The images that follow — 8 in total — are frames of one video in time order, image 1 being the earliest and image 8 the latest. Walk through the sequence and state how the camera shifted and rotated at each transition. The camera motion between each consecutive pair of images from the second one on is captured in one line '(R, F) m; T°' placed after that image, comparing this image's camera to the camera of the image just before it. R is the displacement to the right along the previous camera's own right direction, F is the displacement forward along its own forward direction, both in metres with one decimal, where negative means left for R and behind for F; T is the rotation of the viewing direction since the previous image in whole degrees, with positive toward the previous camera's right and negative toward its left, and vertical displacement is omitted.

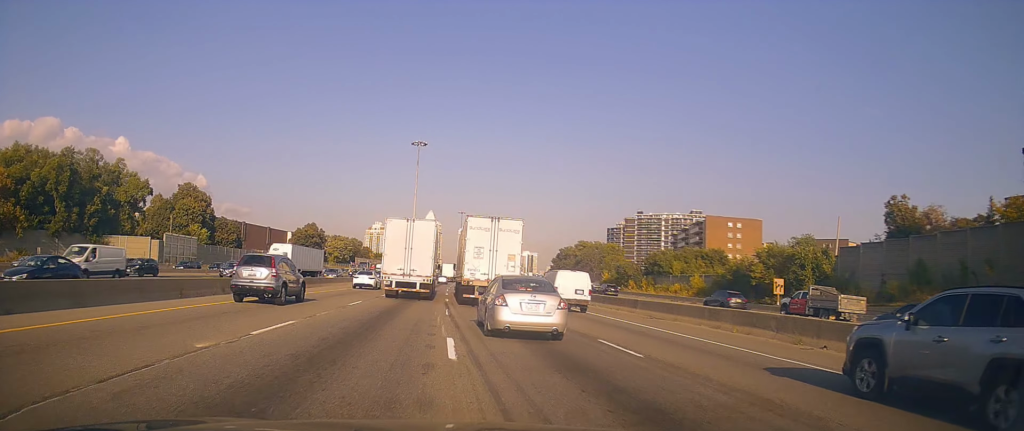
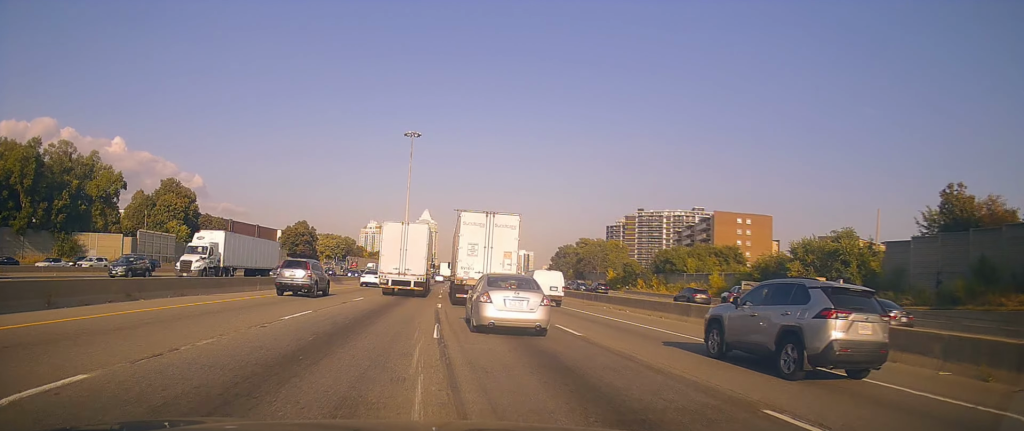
(0.0, +8.2) m; 0°
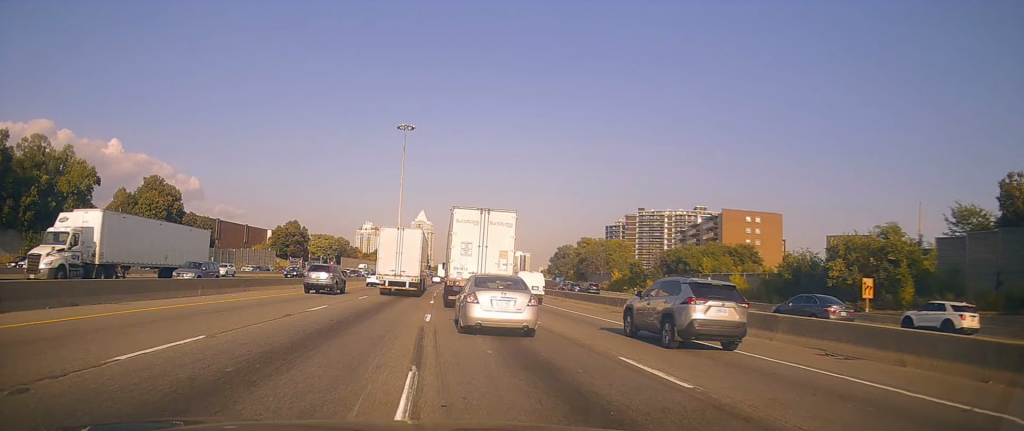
(-0.2, +7.4) m; -1°
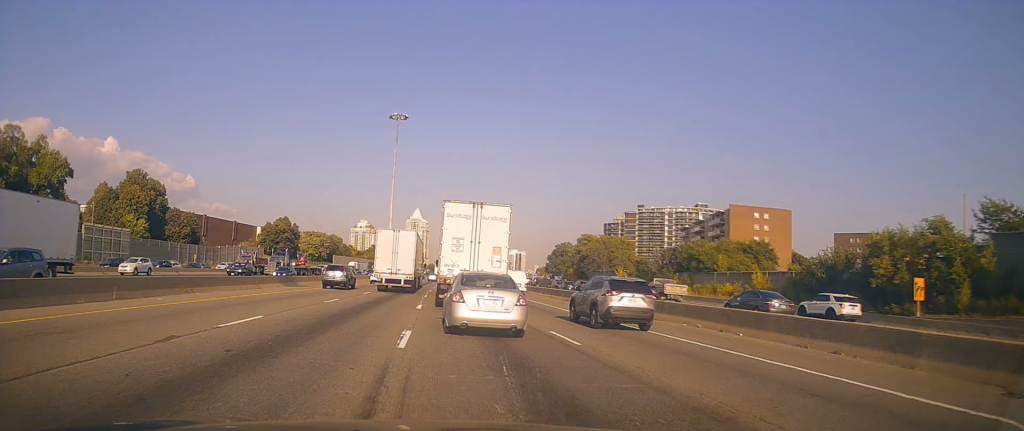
(+0.1, +6.9) m; 0°
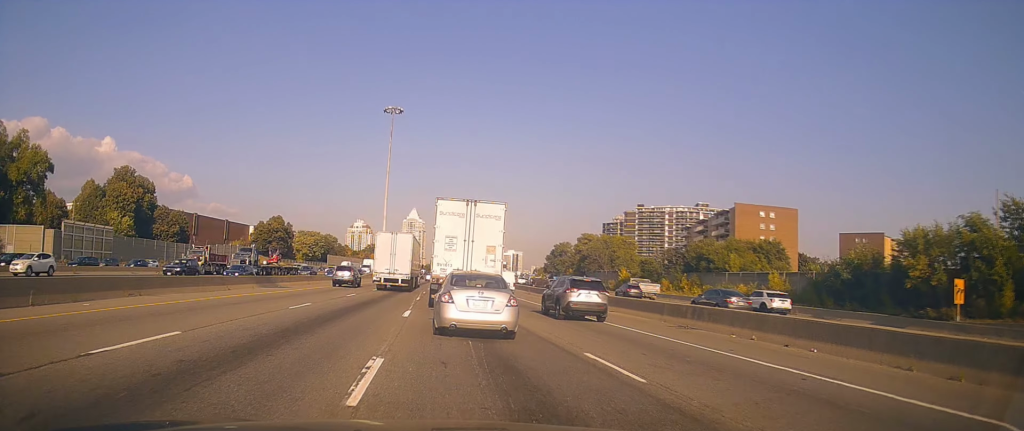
(-0.1, +4.6) m; -1°
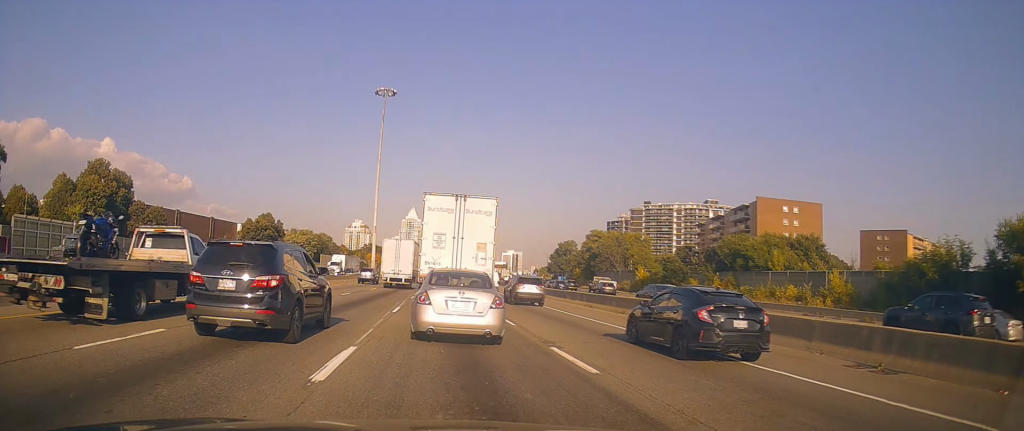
(-0.2, +11.4) m; +1°
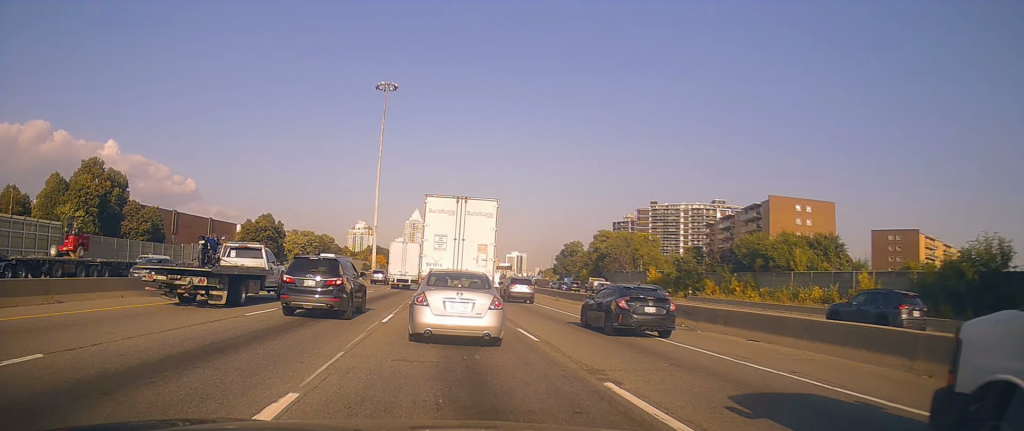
(+0.3, +4.0) m; -1°
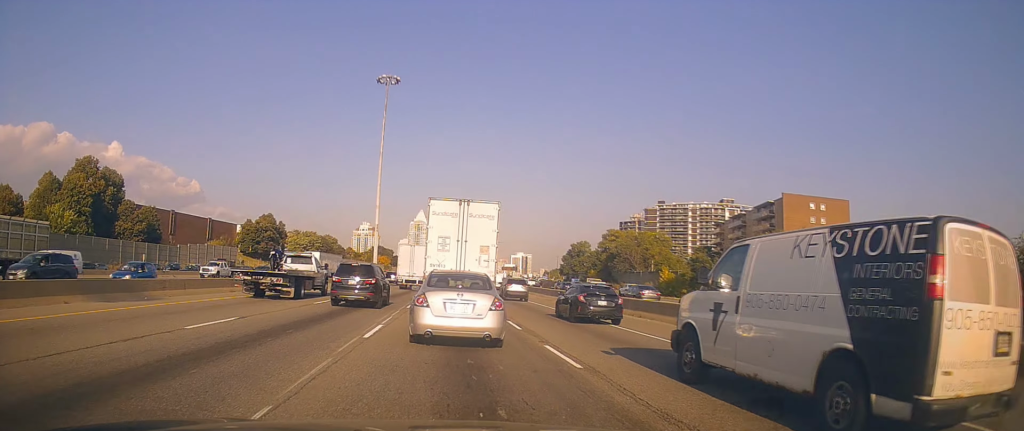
(-0.1, +4.0) m; +1°
